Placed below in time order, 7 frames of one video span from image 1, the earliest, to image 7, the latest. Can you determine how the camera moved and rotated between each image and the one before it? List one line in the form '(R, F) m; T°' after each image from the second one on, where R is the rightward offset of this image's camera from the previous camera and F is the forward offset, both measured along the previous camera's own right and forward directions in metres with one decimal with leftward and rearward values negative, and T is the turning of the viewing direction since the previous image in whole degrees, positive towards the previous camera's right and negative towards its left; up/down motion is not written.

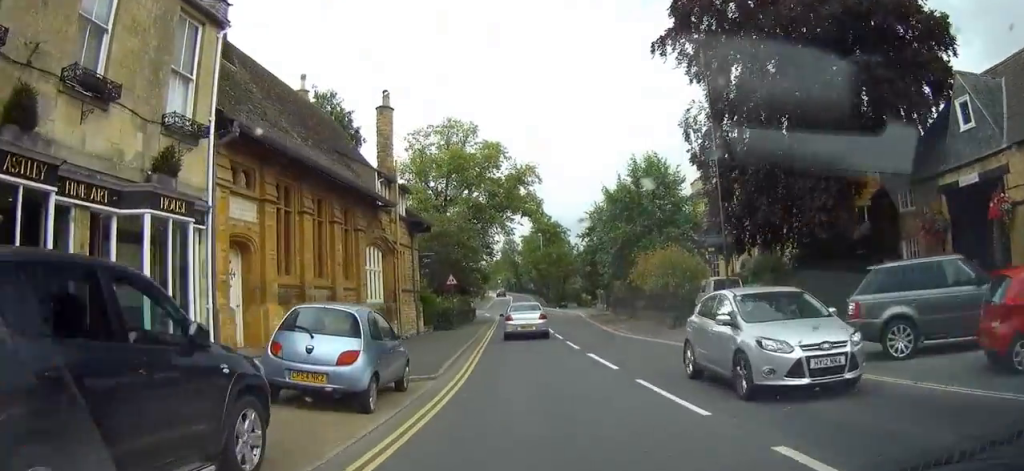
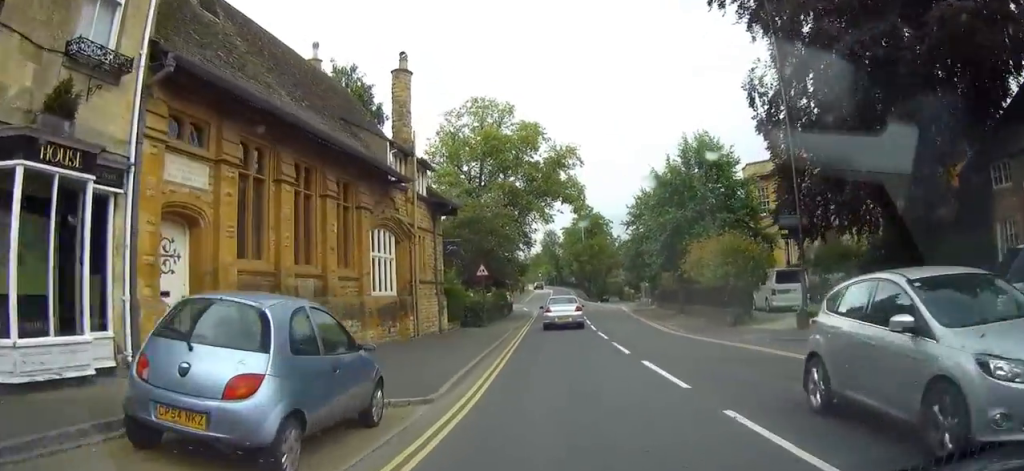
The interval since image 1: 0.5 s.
(-0.1, +3.5) m; -1°
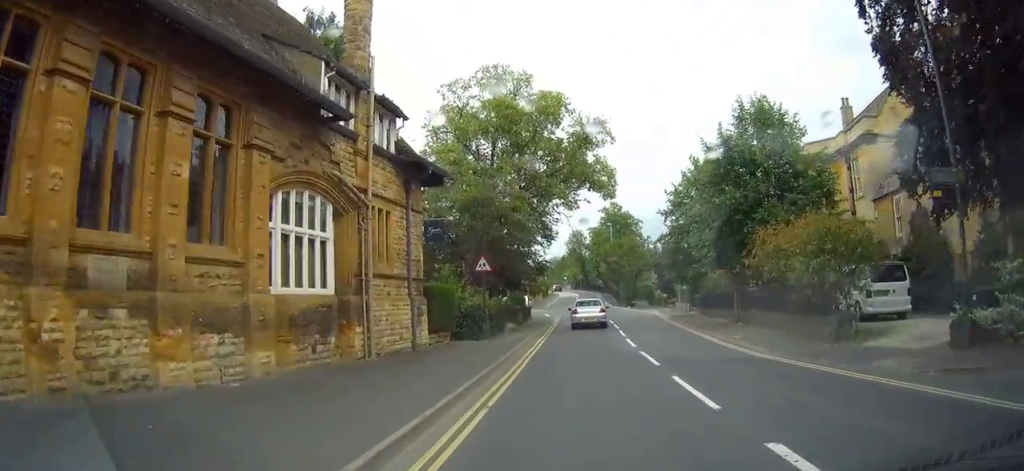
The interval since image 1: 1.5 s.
(0.0, +7.3) m; -6°
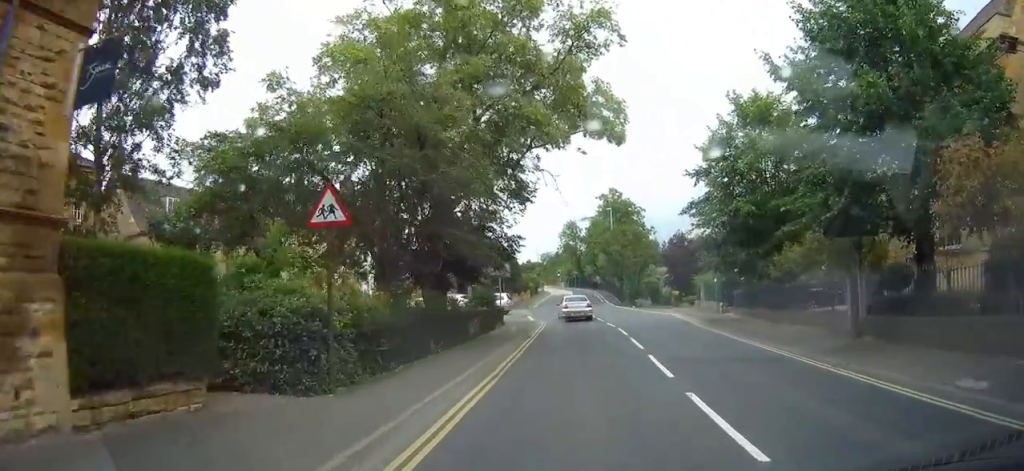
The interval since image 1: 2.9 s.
(-1.0, +13.9) m; -2°
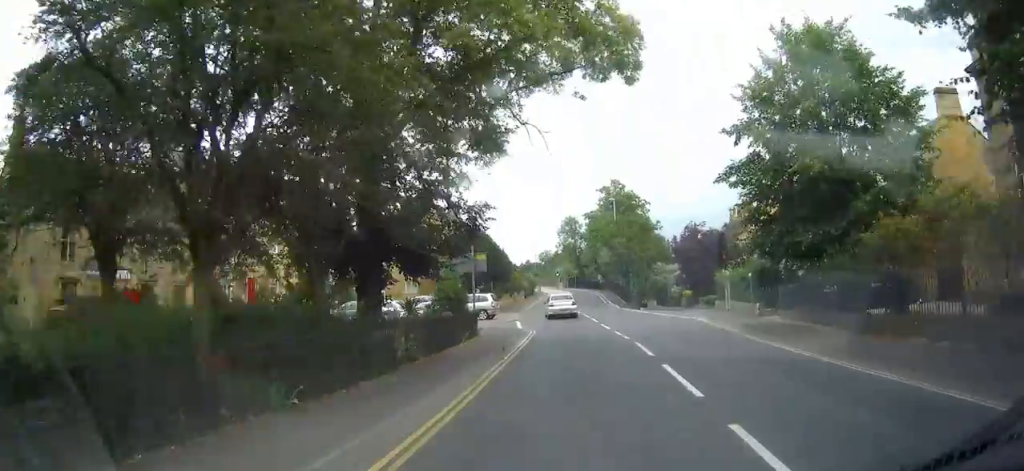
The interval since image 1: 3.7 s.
(+0.2, +8.1) m; +2°
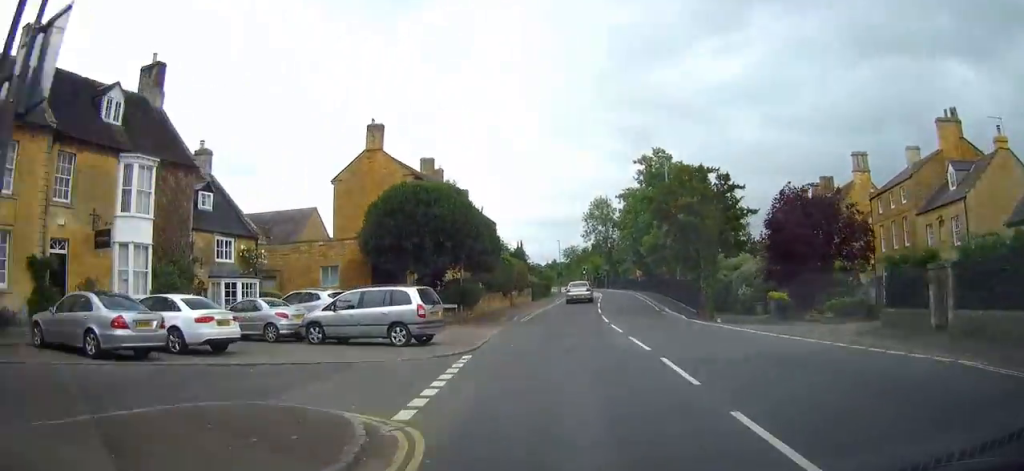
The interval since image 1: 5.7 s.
(-0.2, +23.1) m; -2°
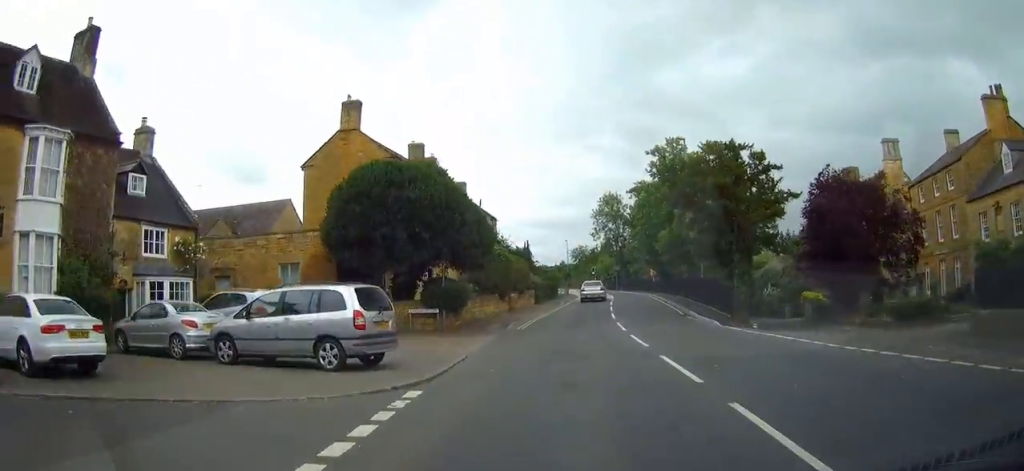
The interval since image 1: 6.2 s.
(0.0, +5.7) m; -1°
